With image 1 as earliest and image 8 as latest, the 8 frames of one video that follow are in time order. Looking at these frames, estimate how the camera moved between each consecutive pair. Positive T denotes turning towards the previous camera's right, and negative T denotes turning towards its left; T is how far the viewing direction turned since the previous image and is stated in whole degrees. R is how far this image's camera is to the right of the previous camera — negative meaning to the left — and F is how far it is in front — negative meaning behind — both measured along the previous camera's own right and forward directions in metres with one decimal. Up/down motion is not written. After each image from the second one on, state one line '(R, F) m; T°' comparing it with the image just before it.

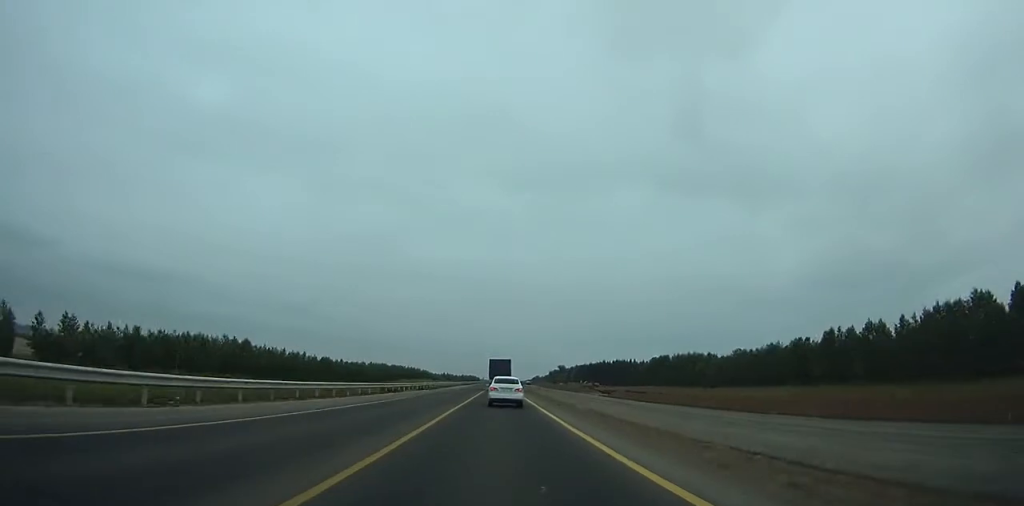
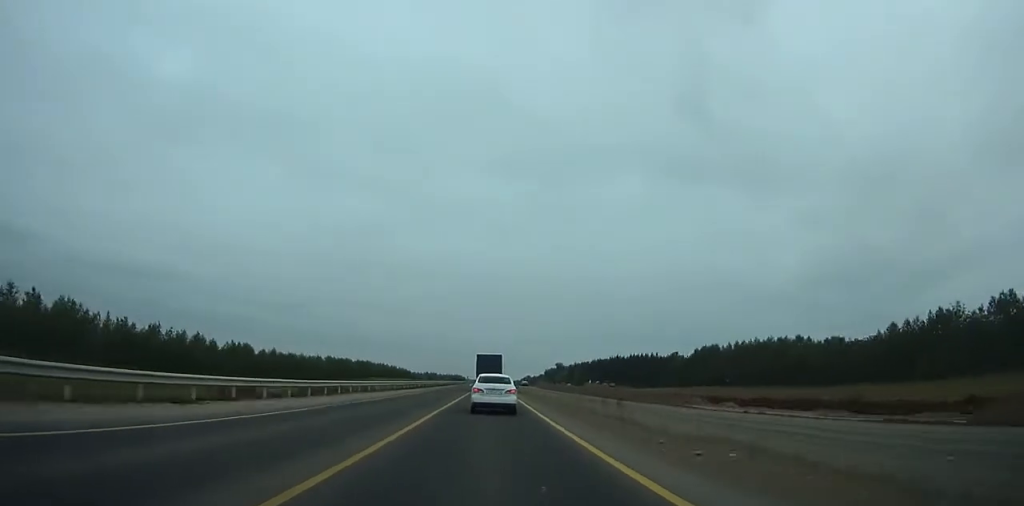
(+0.3, +74.6) m; 0°
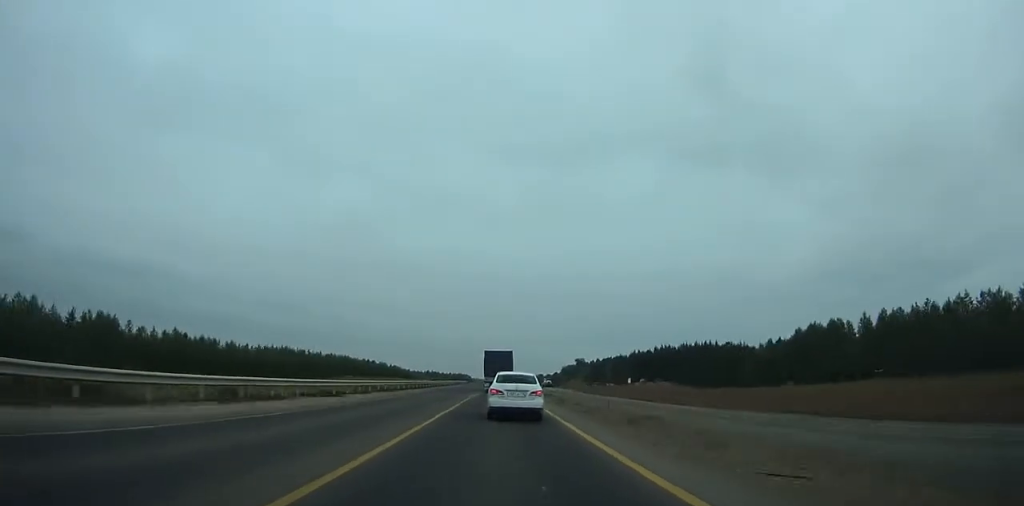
(0.0, +74.4) m; 0°
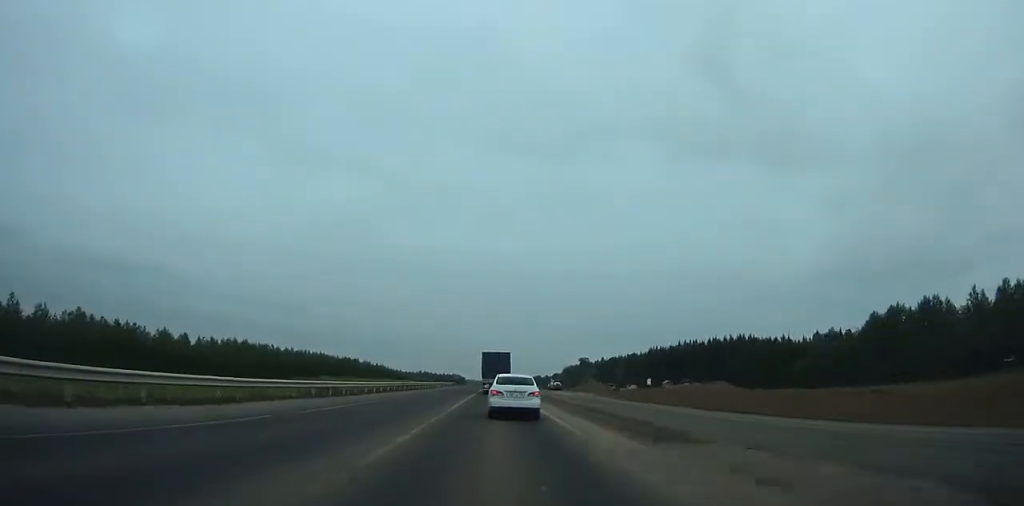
(-0.1, +38.0) m; 0°
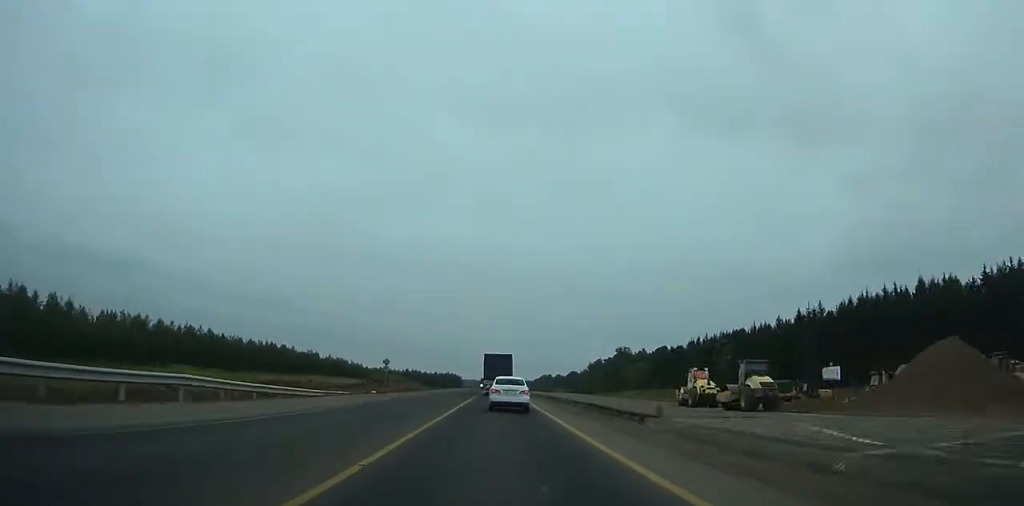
(+0.3, +114.1) m; +1°
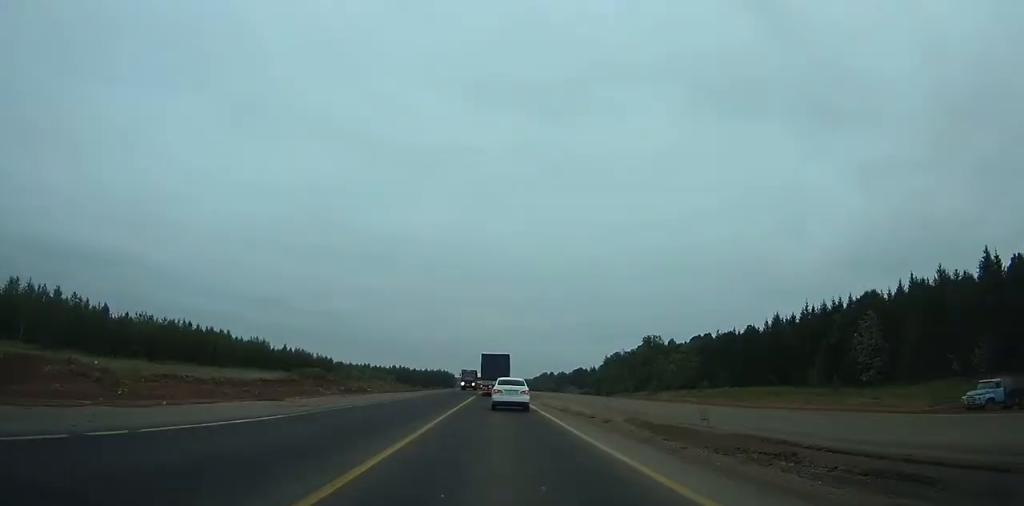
(+0.2, +54.8) m; 0°
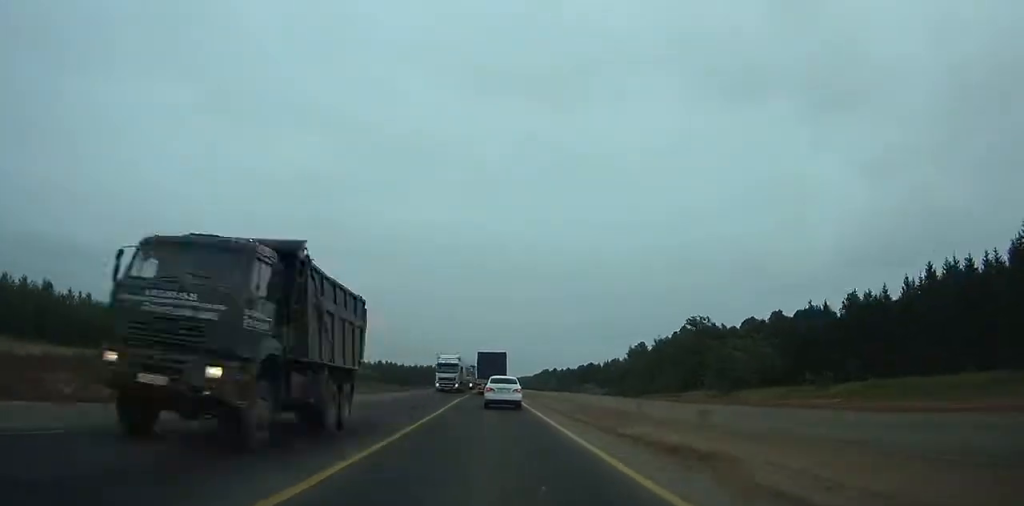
(+0.2, +51.4) m; 0°
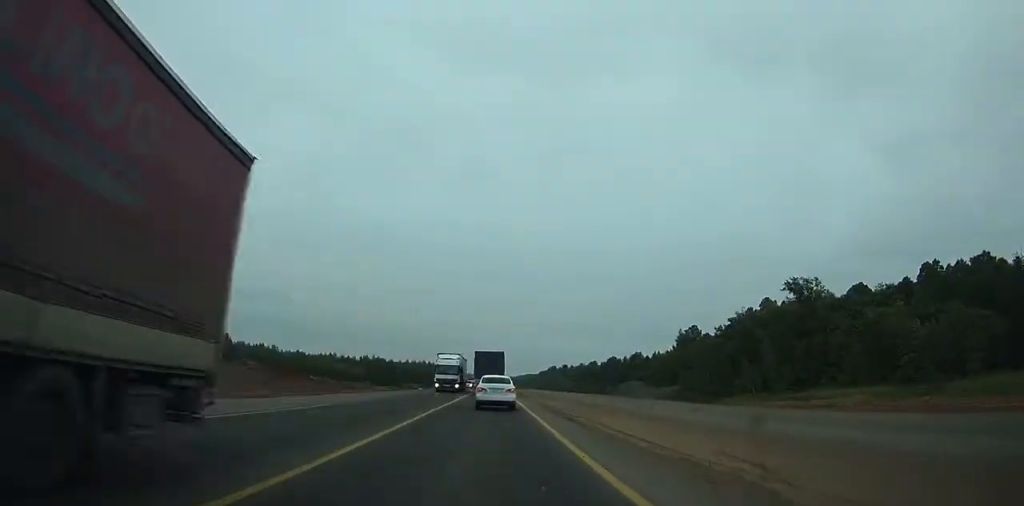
(0.0, +56.4) m; 0°
